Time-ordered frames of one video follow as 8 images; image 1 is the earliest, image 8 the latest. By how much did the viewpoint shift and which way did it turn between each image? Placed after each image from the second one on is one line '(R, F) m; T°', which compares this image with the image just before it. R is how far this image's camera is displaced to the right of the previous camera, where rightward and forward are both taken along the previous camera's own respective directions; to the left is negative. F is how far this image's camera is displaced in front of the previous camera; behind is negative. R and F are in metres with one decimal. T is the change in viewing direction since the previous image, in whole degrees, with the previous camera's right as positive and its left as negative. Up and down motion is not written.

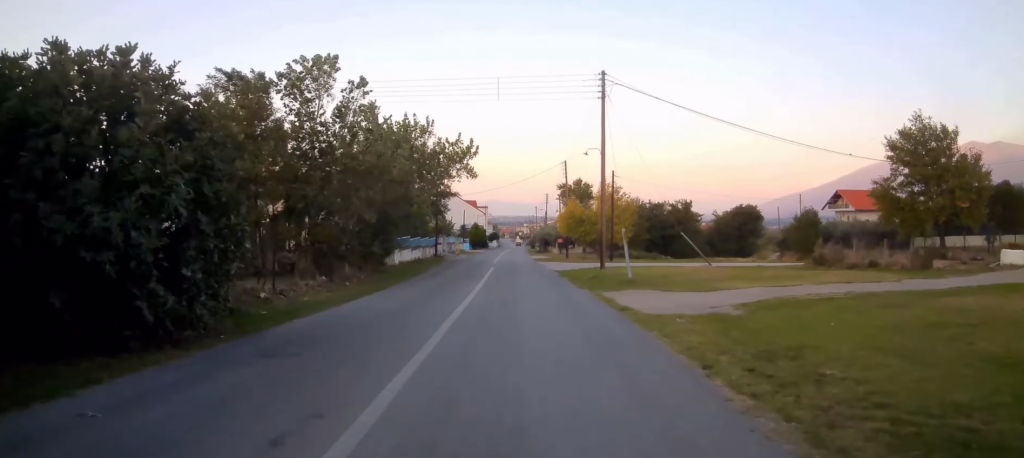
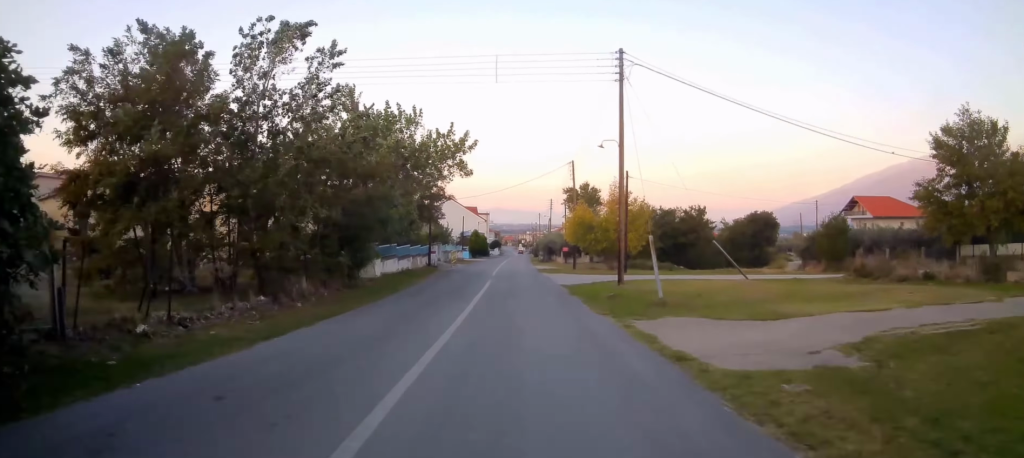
(-0.1, +5.3) m; -1°
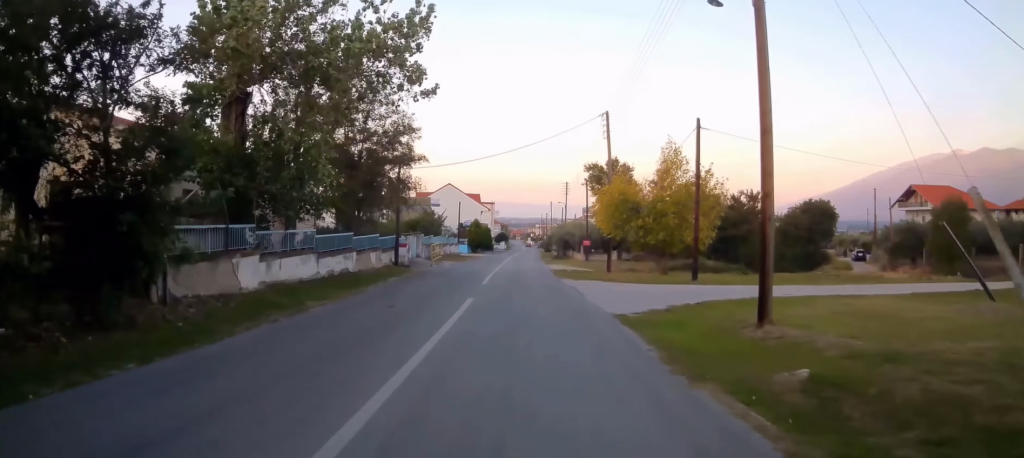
(+0.1, +15.7) m; -2°
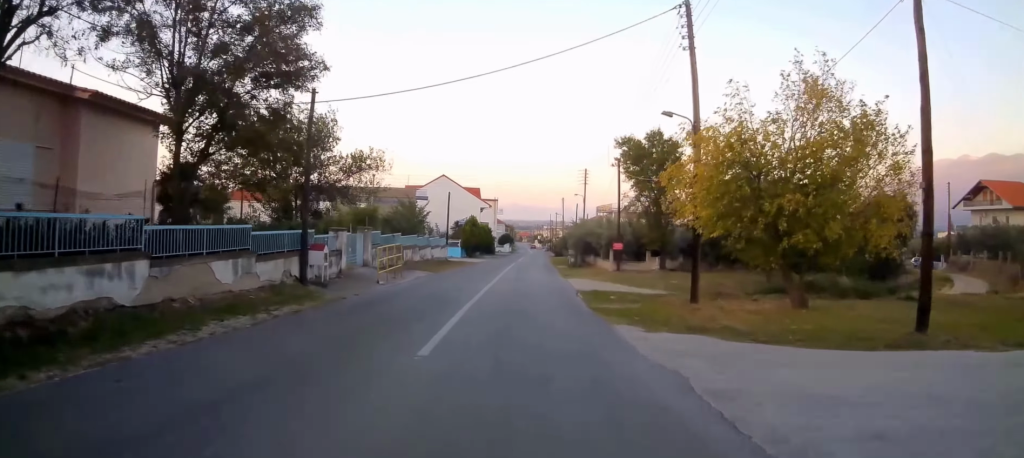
(-0.3, +15.6) m; 0°
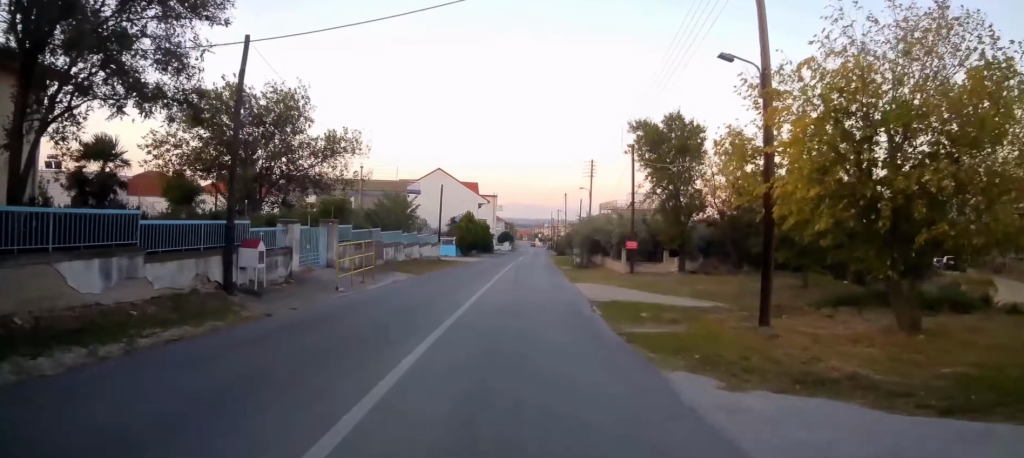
(+0.2, +5.2) m; +1°
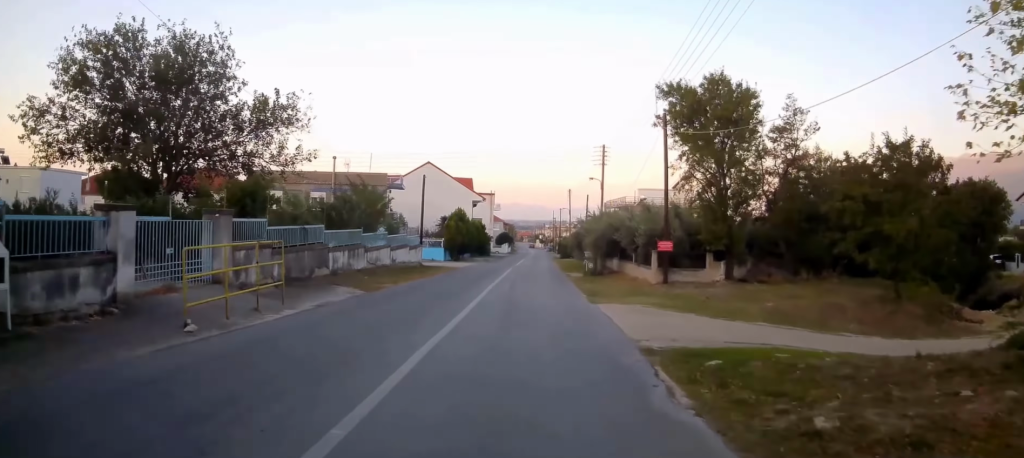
(+0.1, +8.7) m; +1°
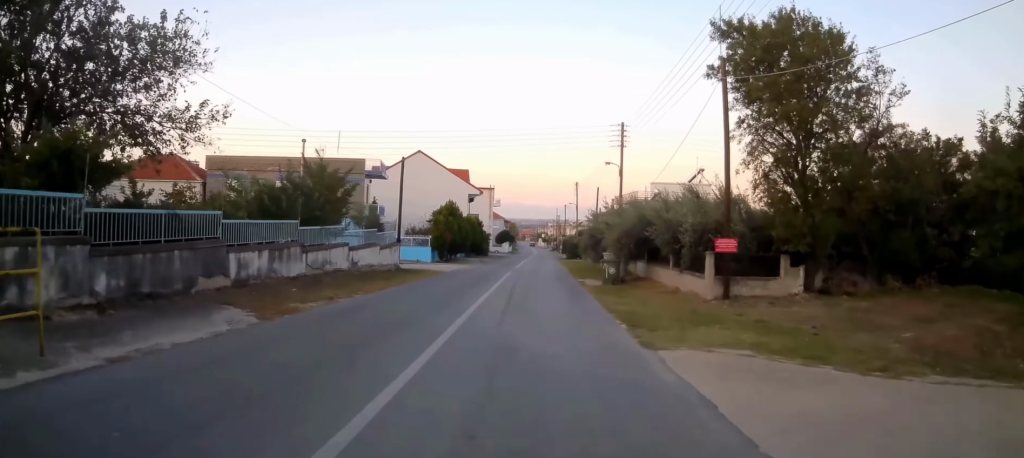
(0.0, +8.1) m; 0°
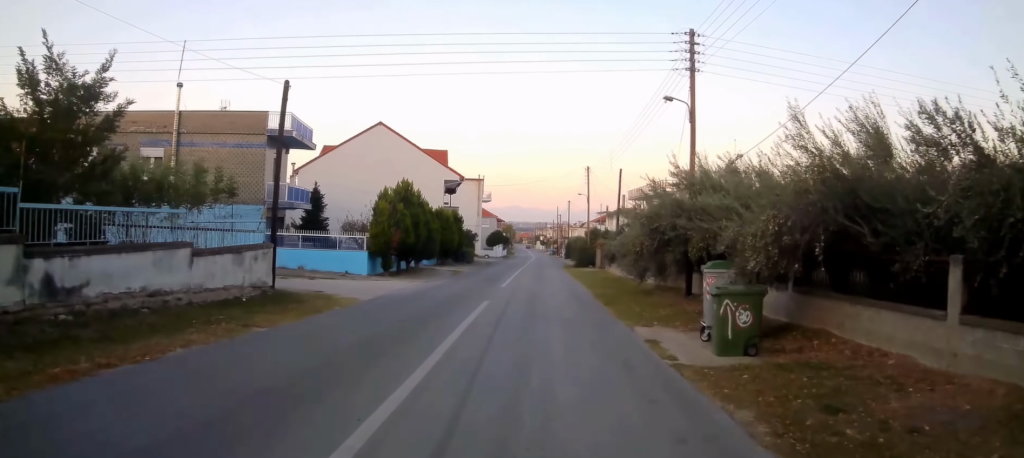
(0.0, +17.0) m; 0°
